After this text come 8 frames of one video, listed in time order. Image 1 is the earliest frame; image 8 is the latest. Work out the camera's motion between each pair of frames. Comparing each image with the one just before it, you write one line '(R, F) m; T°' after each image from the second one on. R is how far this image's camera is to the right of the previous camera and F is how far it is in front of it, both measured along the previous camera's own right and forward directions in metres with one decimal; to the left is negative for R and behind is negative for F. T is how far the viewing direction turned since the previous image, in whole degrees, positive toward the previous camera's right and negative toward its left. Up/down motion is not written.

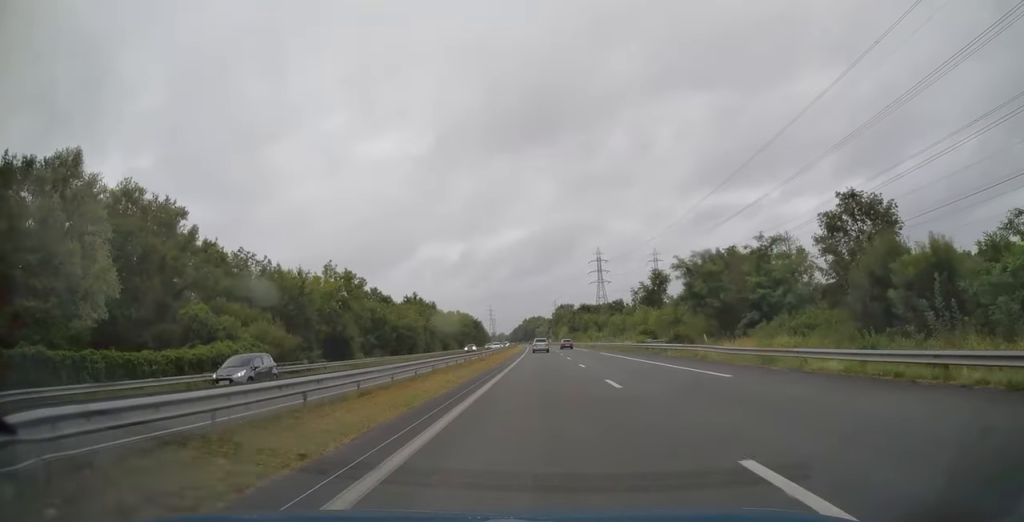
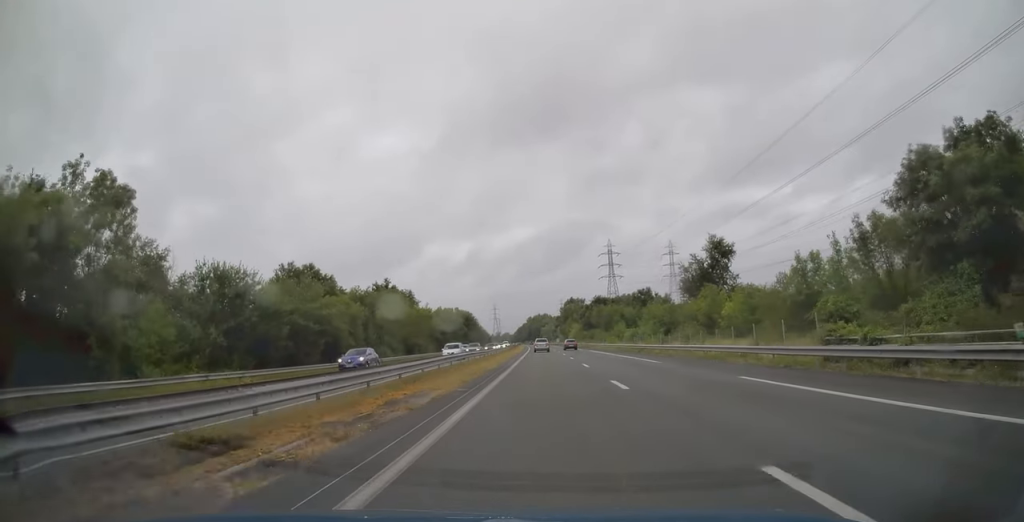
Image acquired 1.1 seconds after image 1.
(-0.3, +39.6) m; 0°
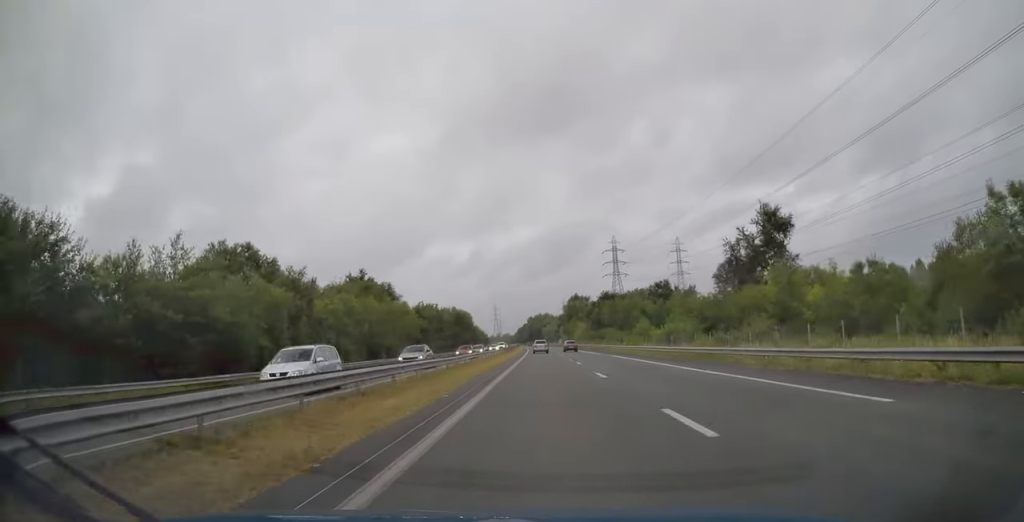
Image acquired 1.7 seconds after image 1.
(0.0, +21.0) m; 0°
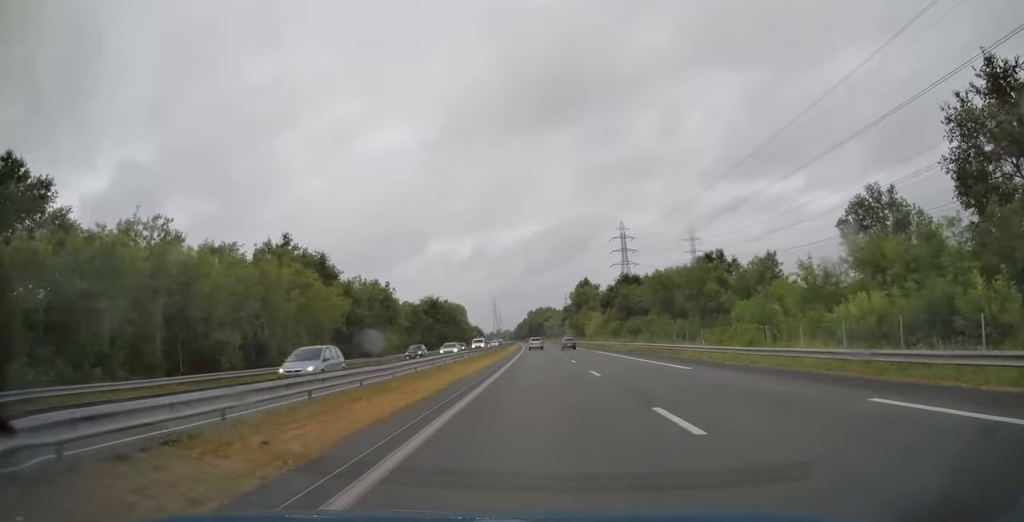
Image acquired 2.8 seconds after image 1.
(-0.1, +39.0) m; 0°
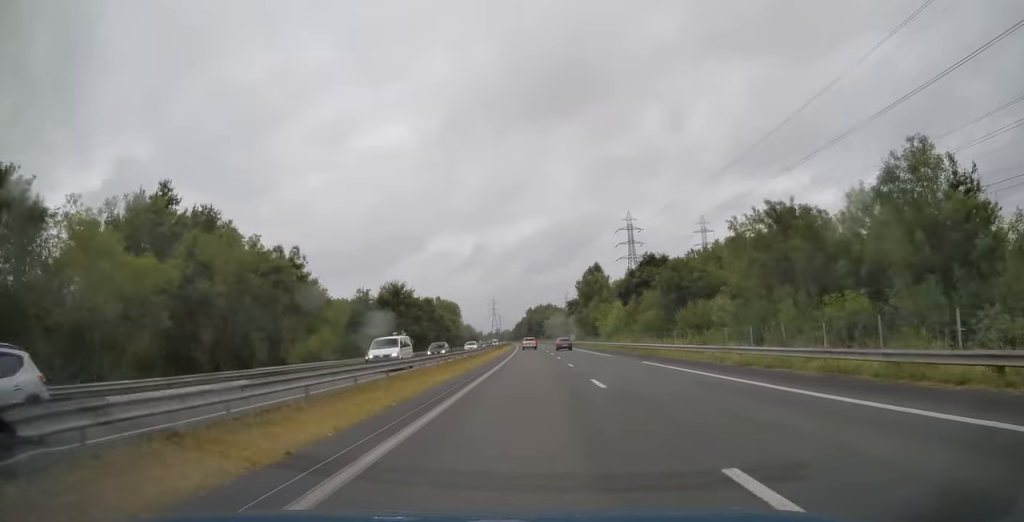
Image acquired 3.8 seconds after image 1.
(-0.1, +31.3) m; 0°
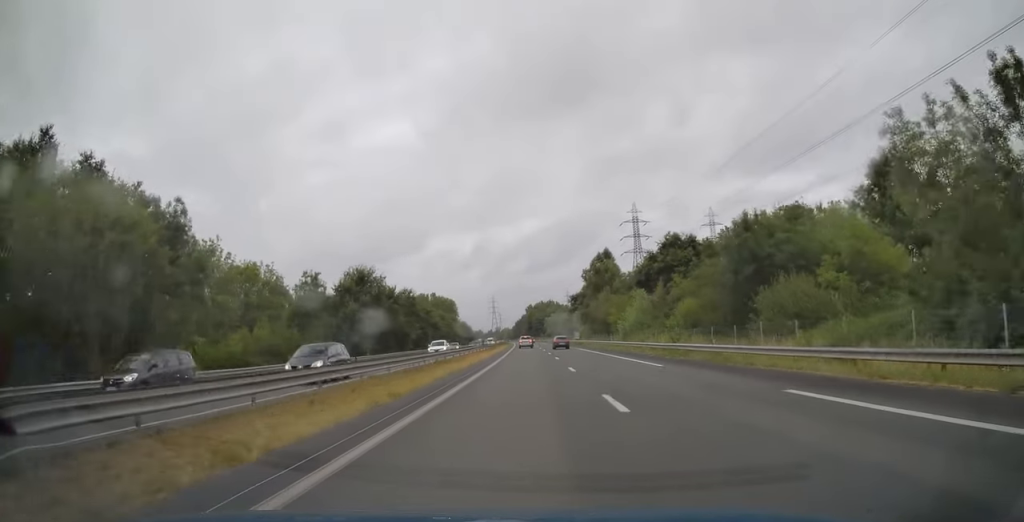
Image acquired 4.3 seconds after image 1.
(0.0, +18.6) m; 0°
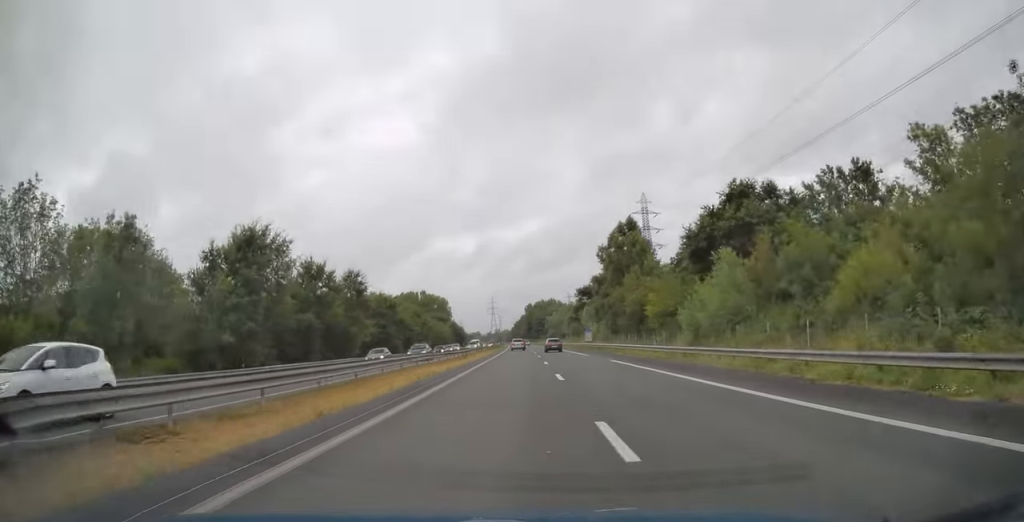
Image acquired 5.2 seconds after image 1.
(0.0, +30.6) m; 0°
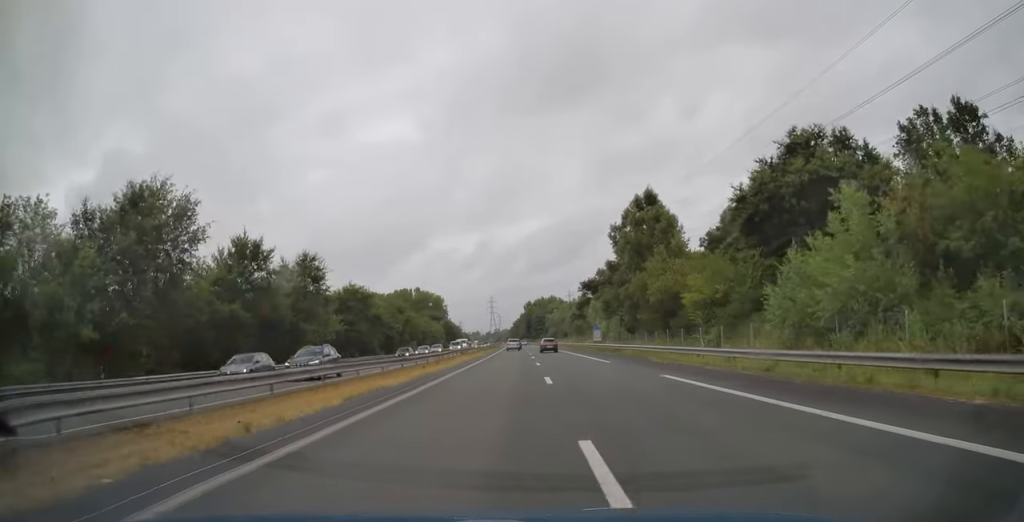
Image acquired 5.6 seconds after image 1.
(0.0, +14.9) m; 0°
